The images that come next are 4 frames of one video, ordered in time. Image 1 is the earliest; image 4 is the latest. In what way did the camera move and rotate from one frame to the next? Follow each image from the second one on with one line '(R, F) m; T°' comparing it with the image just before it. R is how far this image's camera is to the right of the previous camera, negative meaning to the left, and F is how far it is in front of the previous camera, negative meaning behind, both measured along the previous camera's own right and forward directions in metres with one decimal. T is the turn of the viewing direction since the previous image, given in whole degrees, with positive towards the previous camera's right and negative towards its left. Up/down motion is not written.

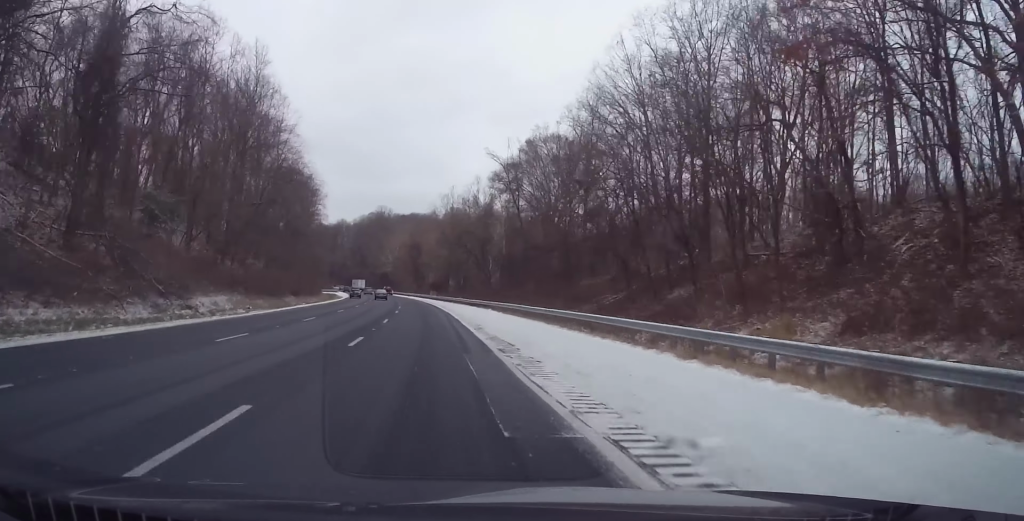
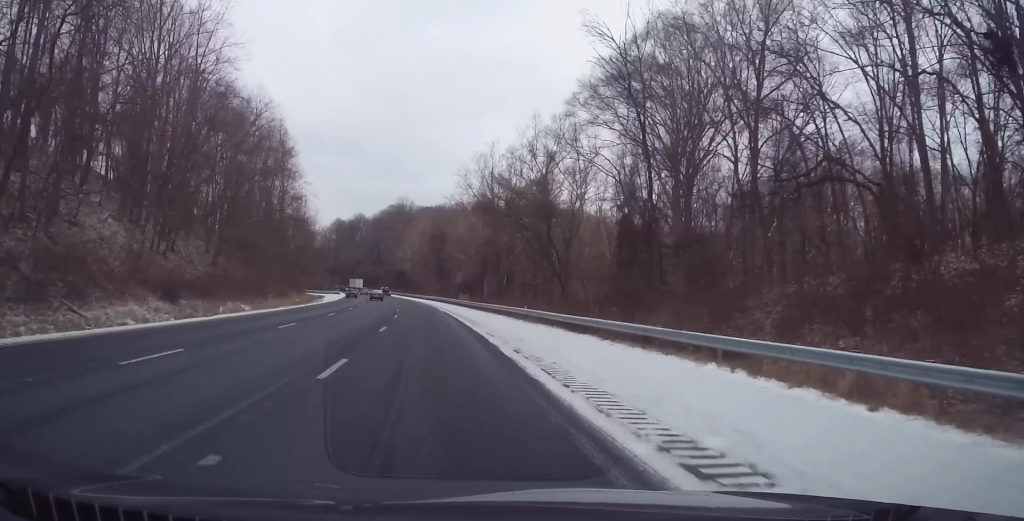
(-0.7, +43.0) m; -2°
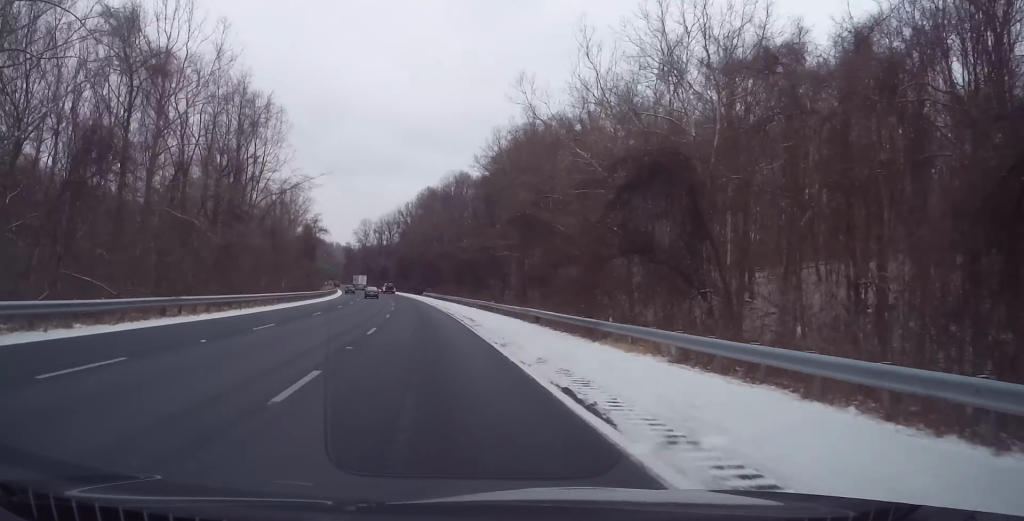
(-12.1, +158.9) m; -11°
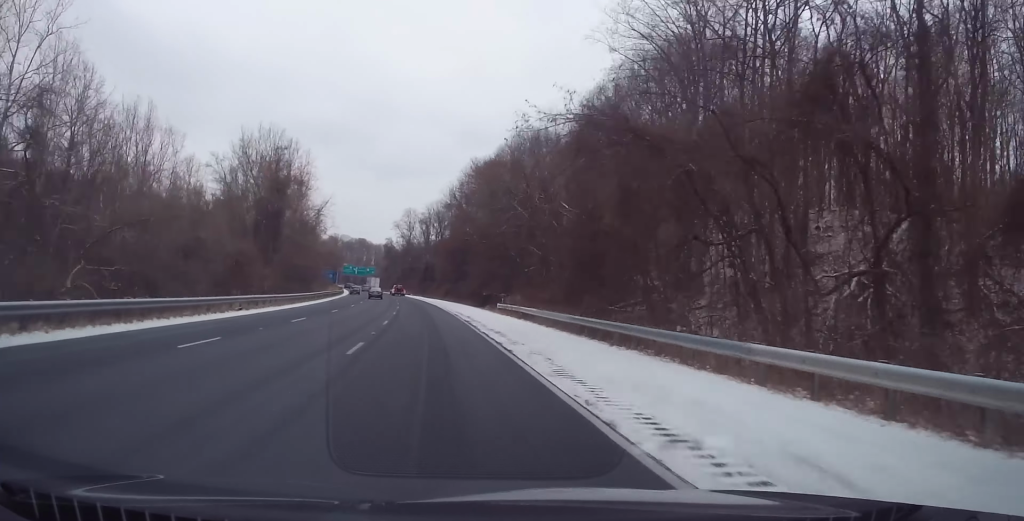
(-3.7, +66.7) m; -5°
